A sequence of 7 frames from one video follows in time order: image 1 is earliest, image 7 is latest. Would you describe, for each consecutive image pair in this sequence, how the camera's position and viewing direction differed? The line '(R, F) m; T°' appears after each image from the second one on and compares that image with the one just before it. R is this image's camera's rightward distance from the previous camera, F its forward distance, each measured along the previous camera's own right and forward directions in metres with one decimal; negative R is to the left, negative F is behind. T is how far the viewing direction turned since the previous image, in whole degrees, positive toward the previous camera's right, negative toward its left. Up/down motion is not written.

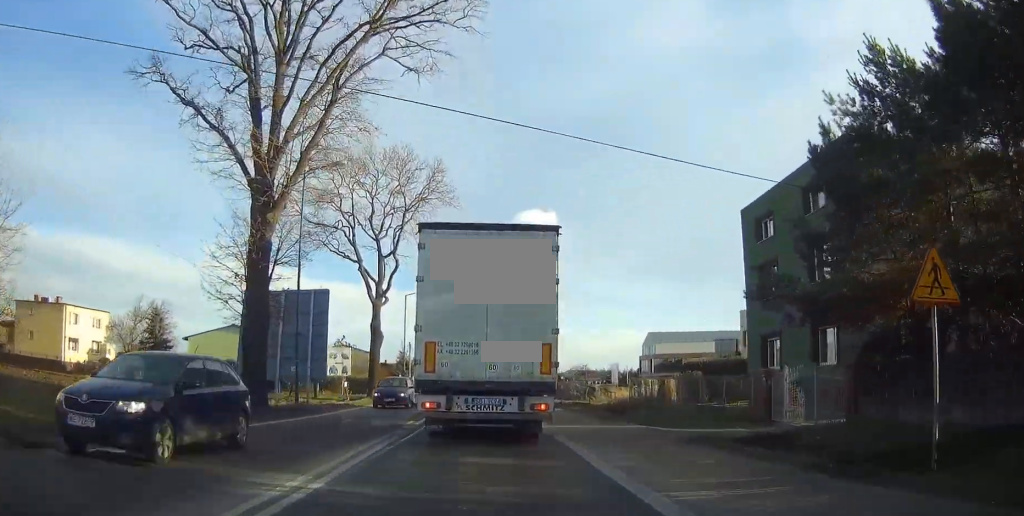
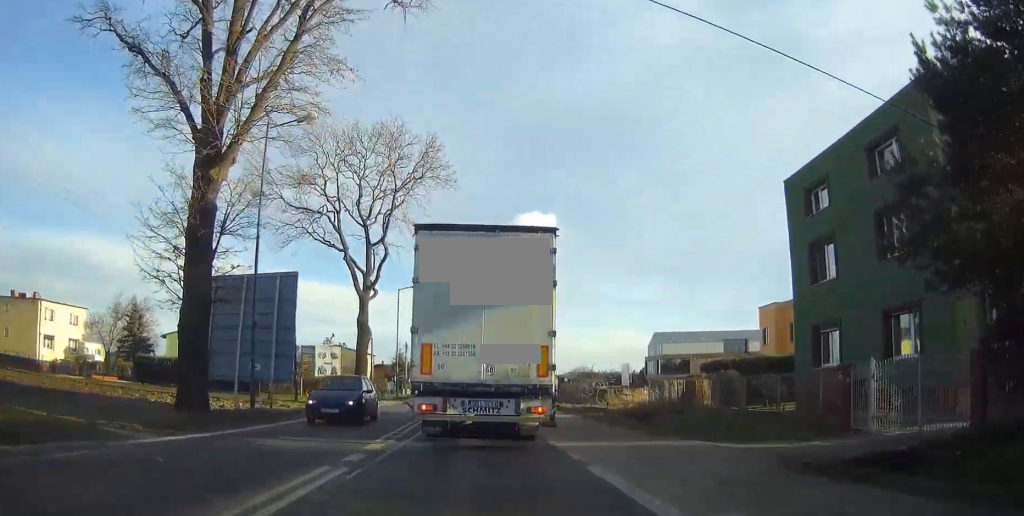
(0.0, +5.2) m; 0°
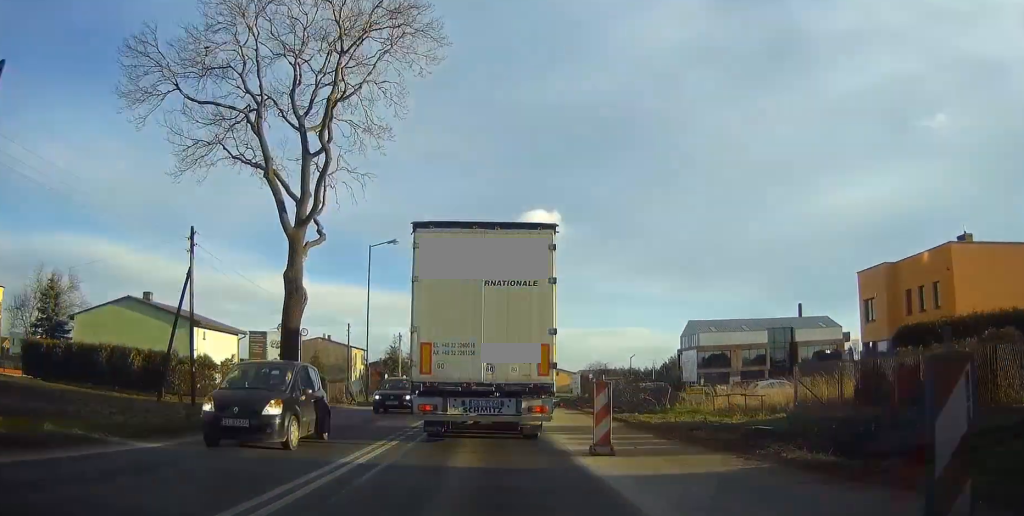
(0.0, +18.1) m; 0°
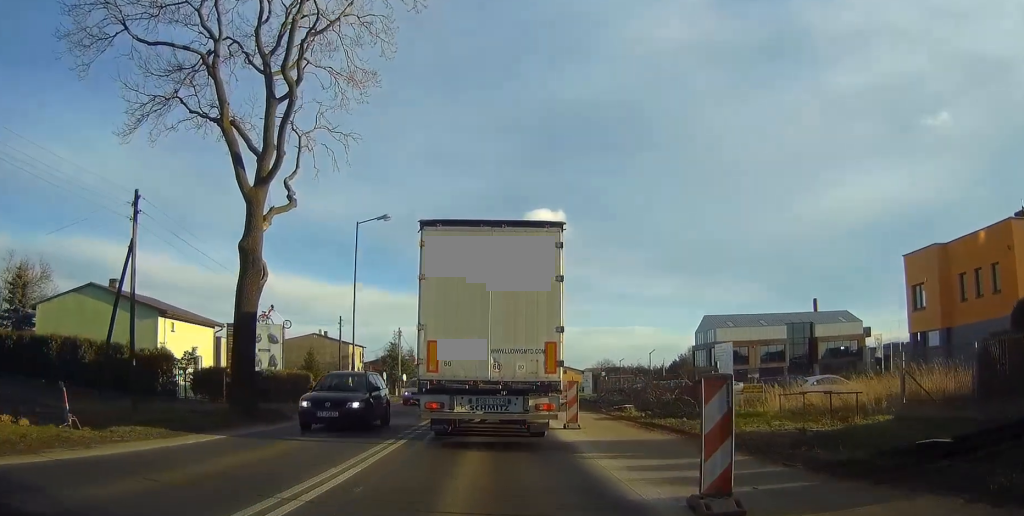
(0.0, +5.8) m; 0°
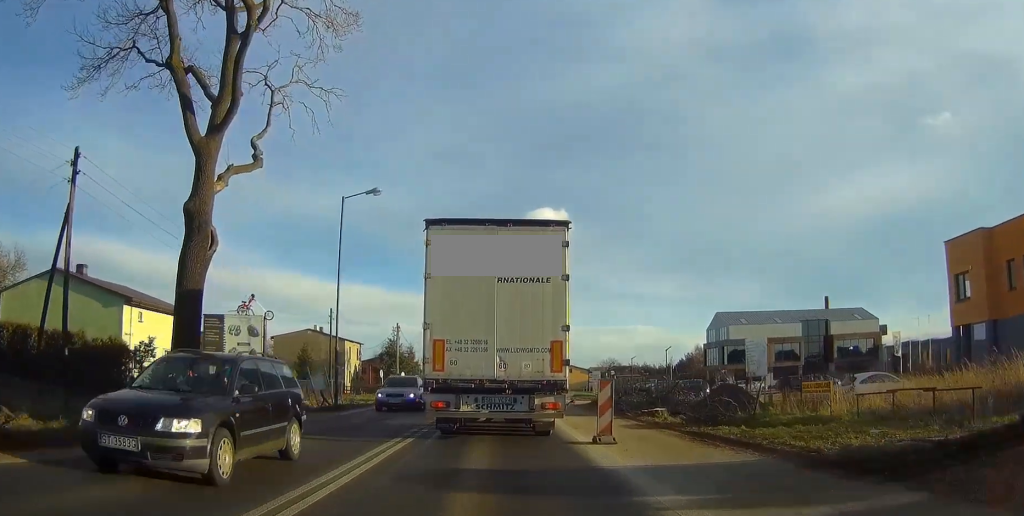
(0.0, +4.5) m; -1°
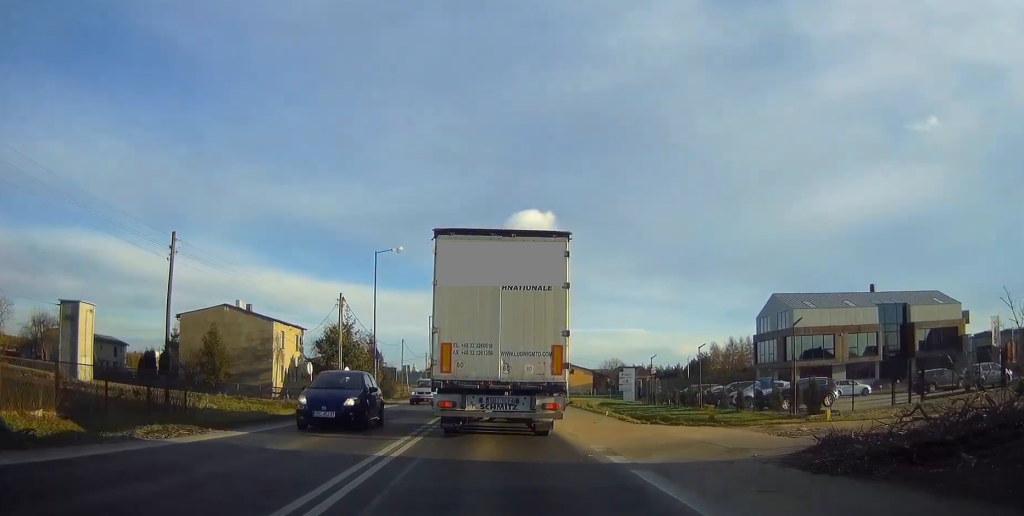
(-0.4, +26.1) m; 0°
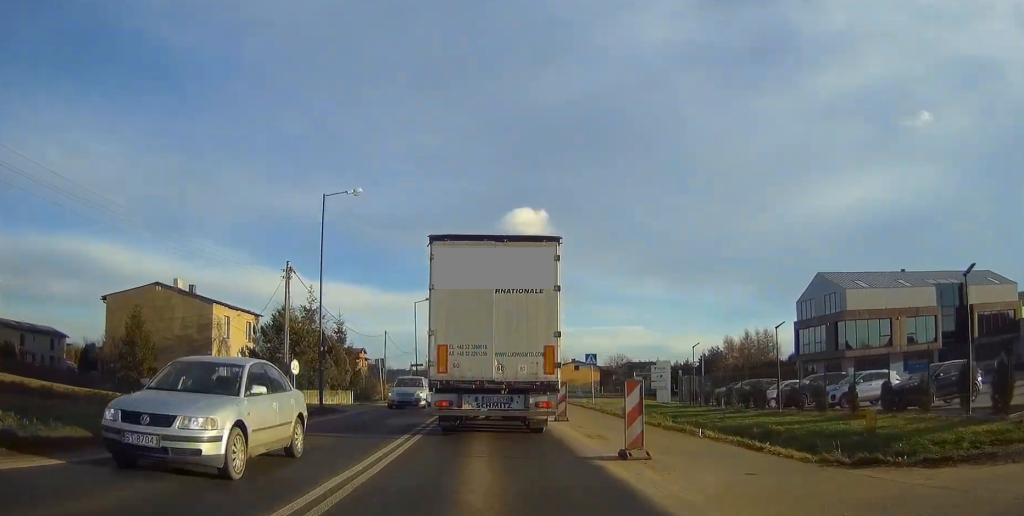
(+0.1, +13.2) m; 0°
